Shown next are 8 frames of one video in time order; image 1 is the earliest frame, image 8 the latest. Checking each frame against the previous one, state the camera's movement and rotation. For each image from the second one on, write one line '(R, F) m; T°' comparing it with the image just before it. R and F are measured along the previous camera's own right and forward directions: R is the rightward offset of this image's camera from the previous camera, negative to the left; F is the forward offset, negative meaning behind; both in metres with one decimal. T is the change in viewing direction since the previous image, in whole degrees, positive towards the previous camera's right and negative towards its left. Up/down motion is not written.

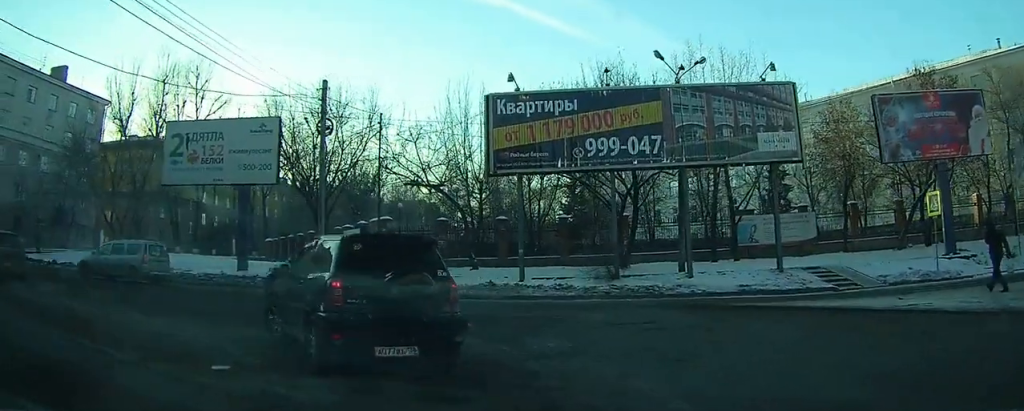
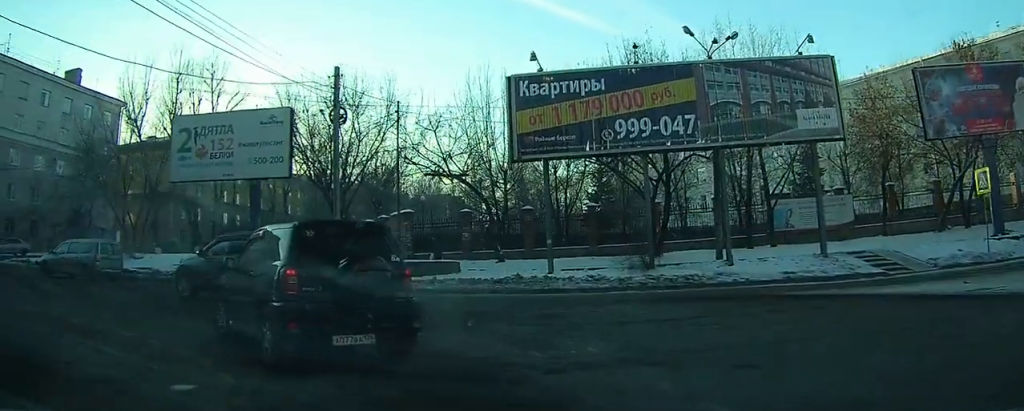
(0.0, +1.2) m; 0°
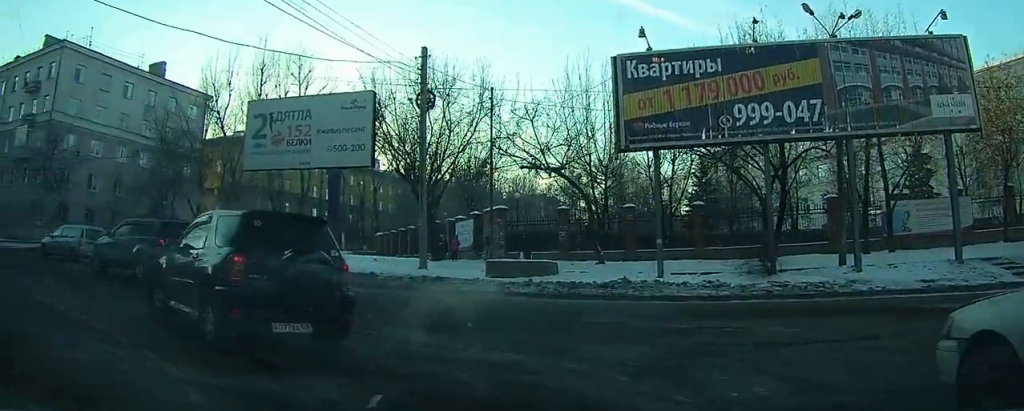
(0.0, +1.9) m; -4°
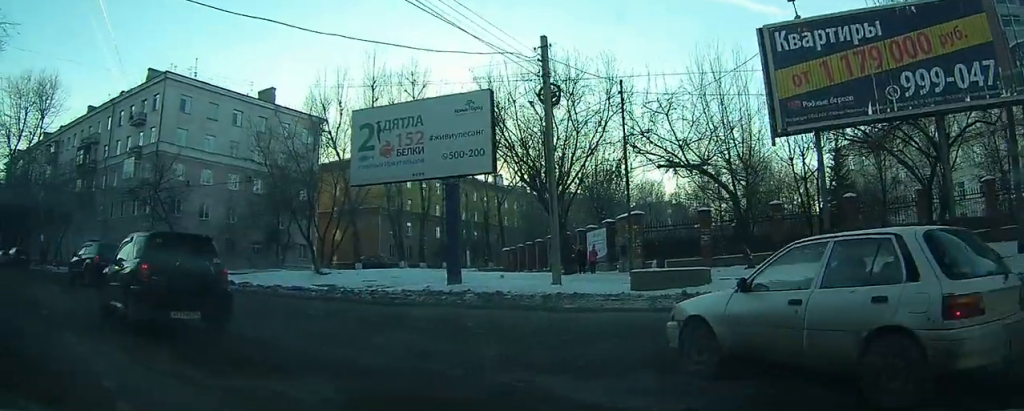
(-0.3, +2.4) m; -21°
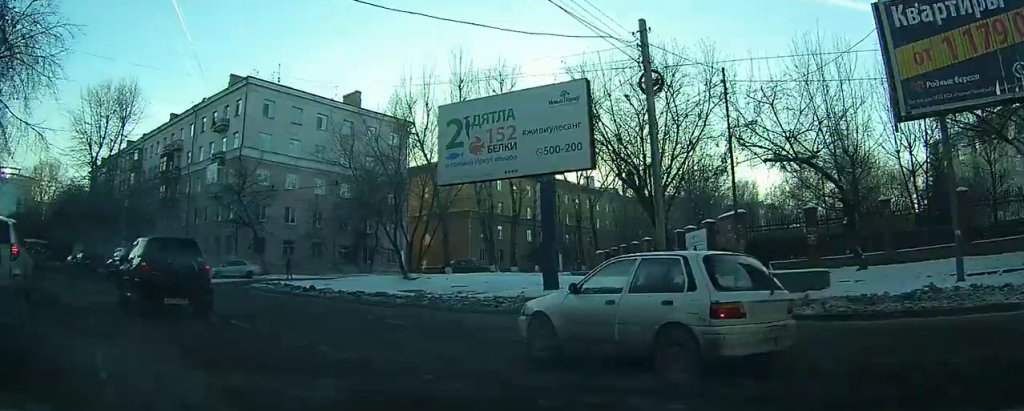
(-0.3, +1.5) m; -11°
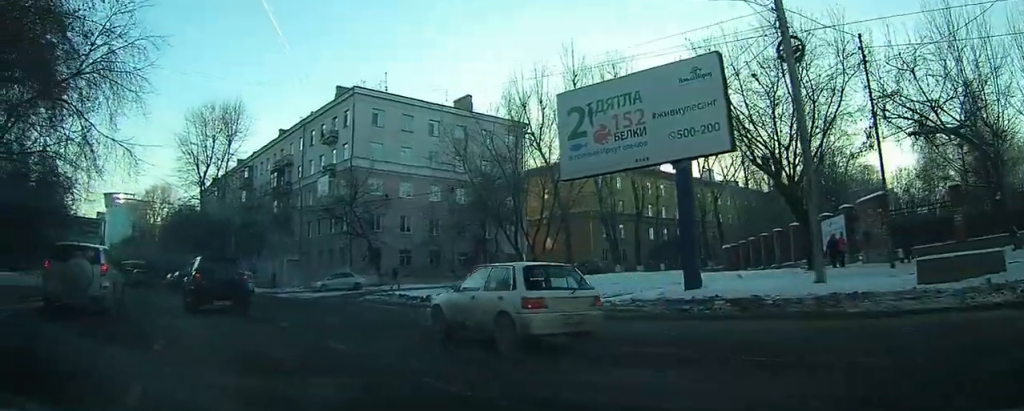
(-0.1, +1.9) m; -9°
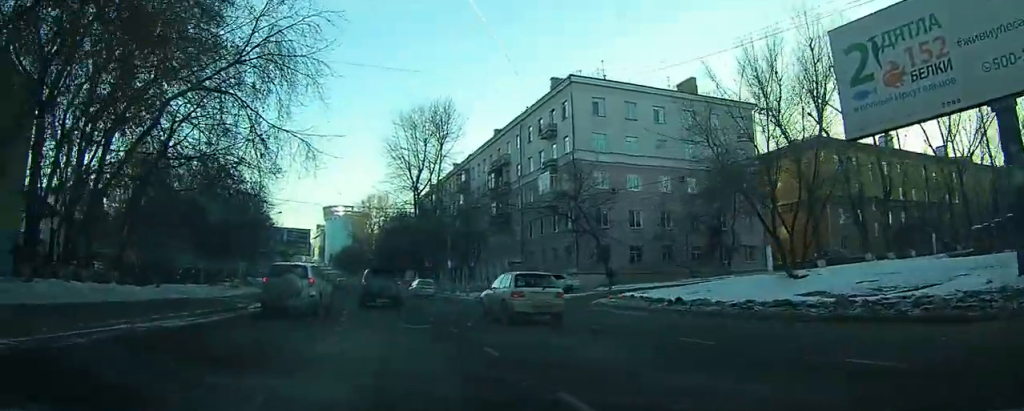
(-0.5, +3.6) m; -19°
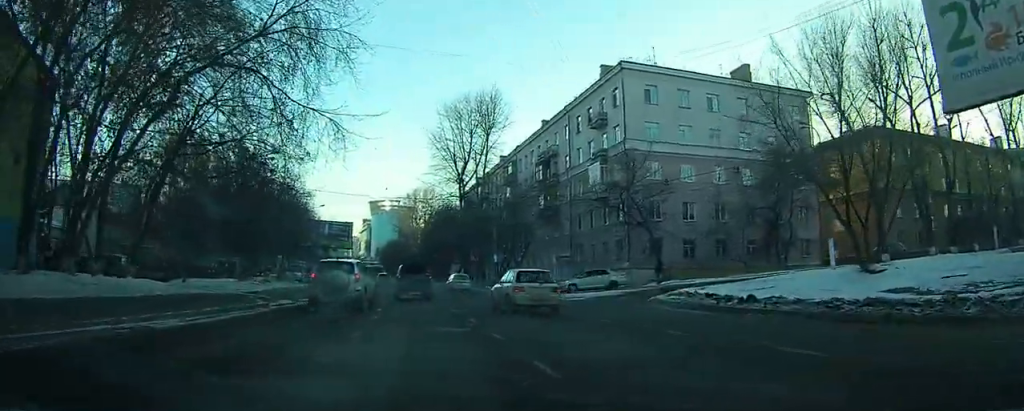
(-0.1, +1.6) m; -6°
